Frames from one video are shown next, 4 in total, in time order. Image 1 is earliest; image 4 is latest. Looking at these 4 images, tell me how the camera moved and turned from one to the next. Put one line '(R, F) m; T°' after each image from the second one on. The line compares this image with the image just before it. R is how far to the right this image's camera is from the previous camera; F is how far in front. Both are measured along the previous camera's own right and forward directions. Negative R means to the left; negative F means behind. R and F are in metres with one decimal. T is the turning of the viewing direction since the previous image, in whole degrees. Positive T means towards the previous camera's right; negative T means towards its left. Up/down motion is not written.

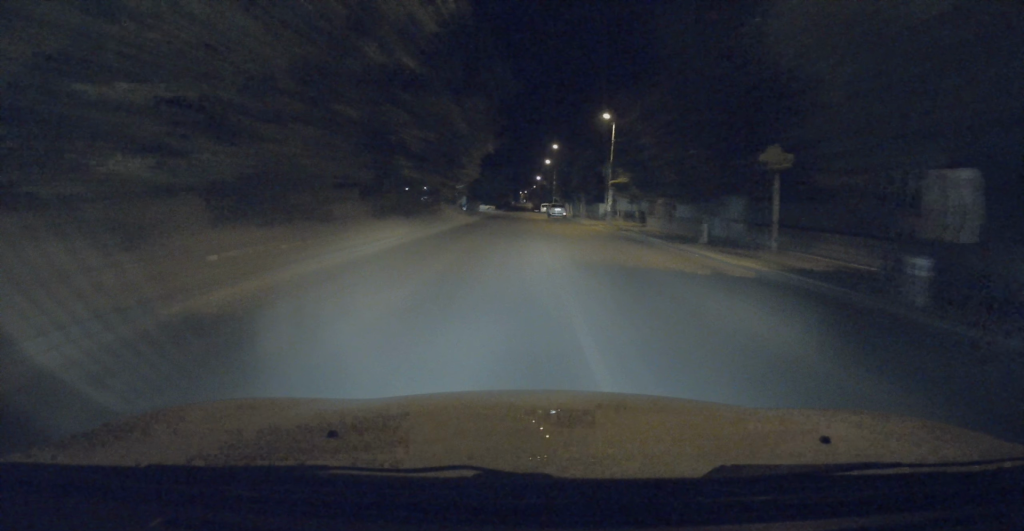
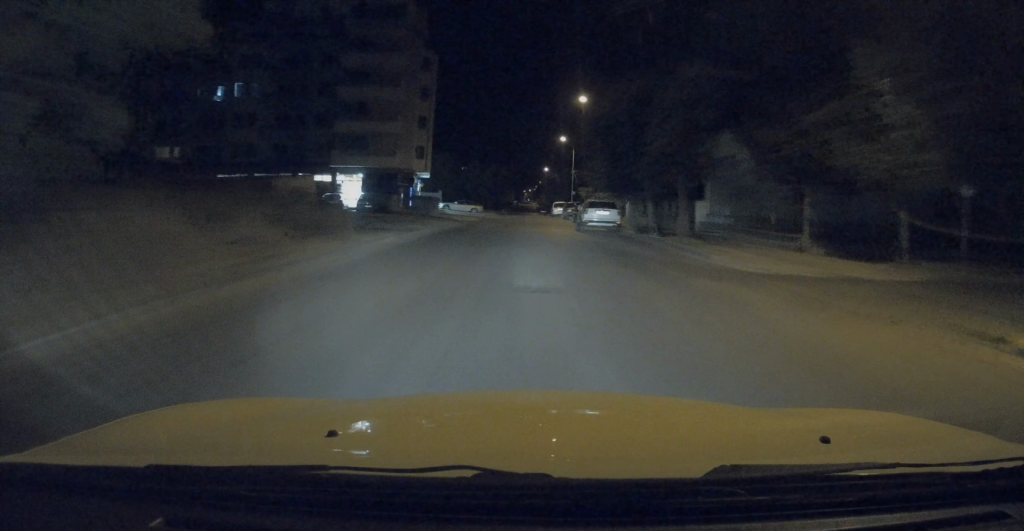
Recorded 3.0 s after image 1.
(-1.3, +35.8) m; 0°
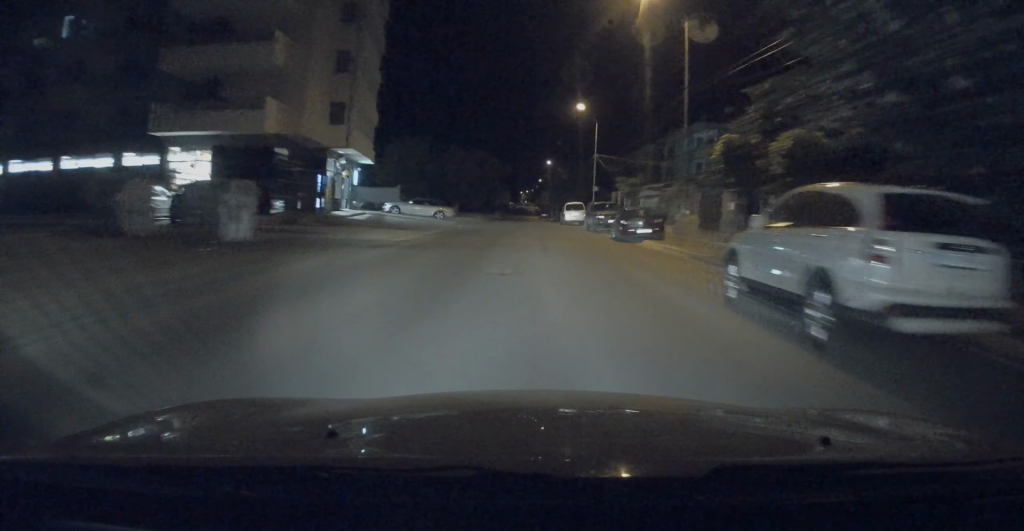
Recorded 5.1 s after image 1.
(0.0, +24.4) m; 0°
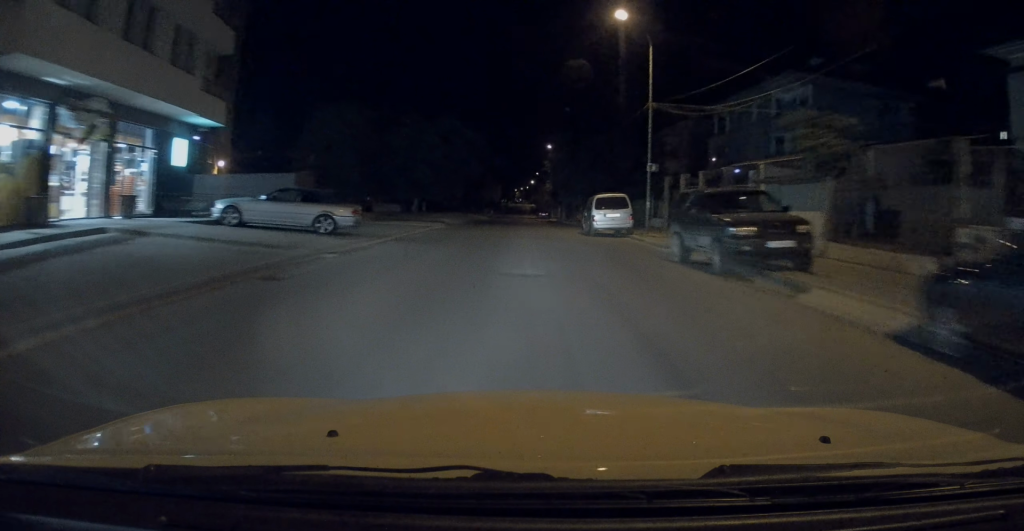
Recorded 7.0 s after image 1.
(0.0, +22.3) m; -2°
